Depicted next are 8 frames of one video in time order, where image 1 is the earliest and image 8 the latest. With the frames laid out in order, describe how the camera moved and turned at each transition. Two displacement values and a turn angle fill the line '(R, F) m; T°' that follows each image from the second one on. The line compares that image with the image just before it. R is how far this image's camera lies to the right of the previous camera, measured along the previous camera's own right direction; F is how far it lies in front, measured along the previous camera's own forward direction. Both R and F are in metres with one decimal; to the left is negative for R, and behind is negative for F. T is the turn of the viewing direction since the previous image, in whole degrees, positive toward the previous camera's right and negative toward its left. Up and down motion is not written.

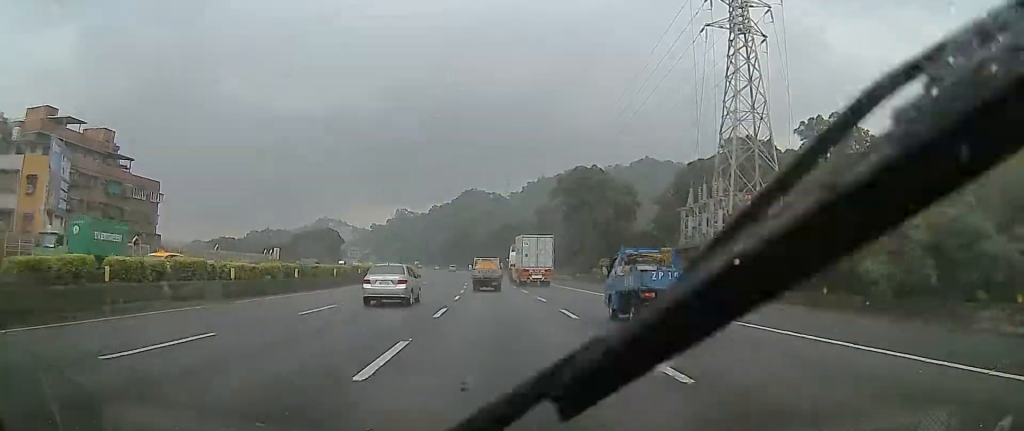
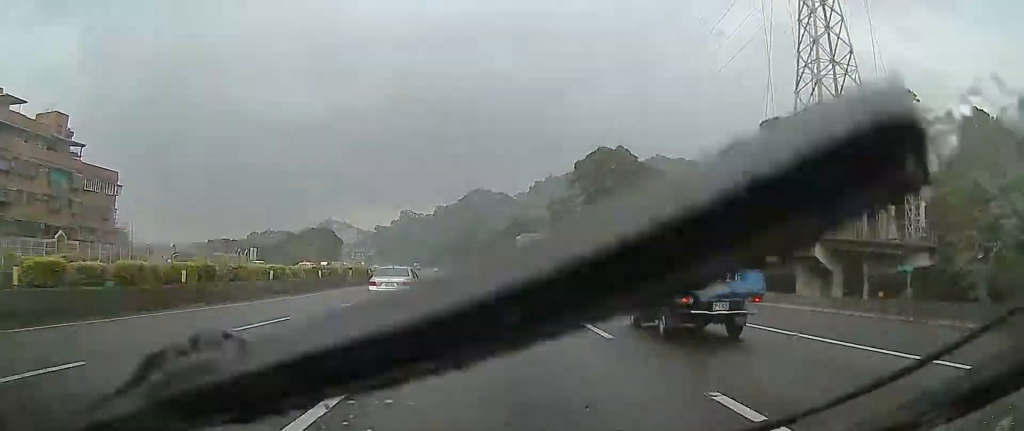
(-0.1, +14.2) m; 0°
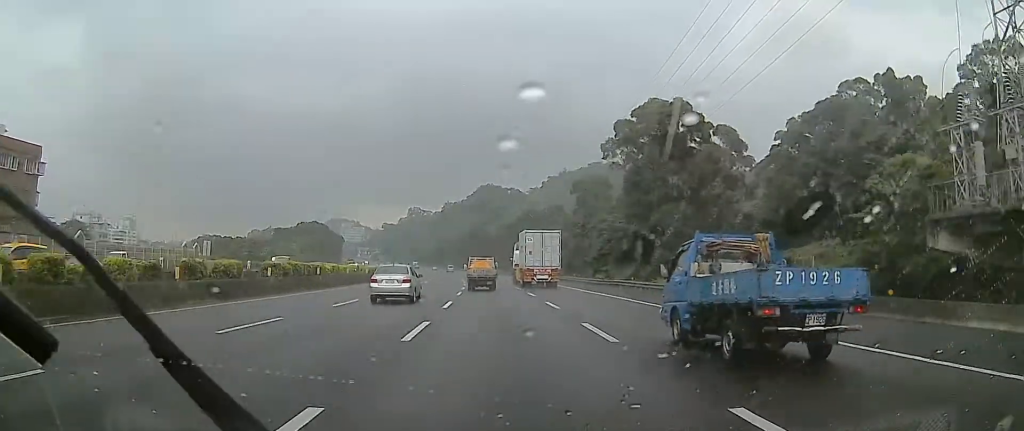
(0.0, +20.3) m; 0°
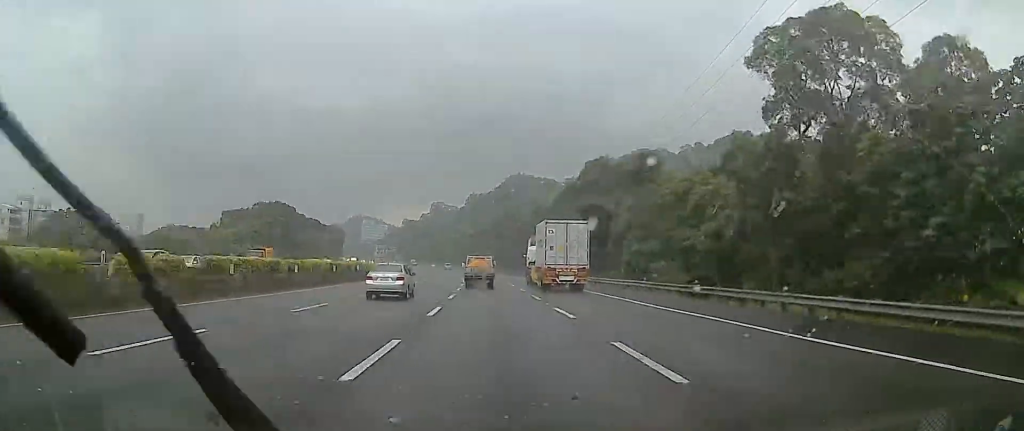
(-0.5, +54.0) m; -4°
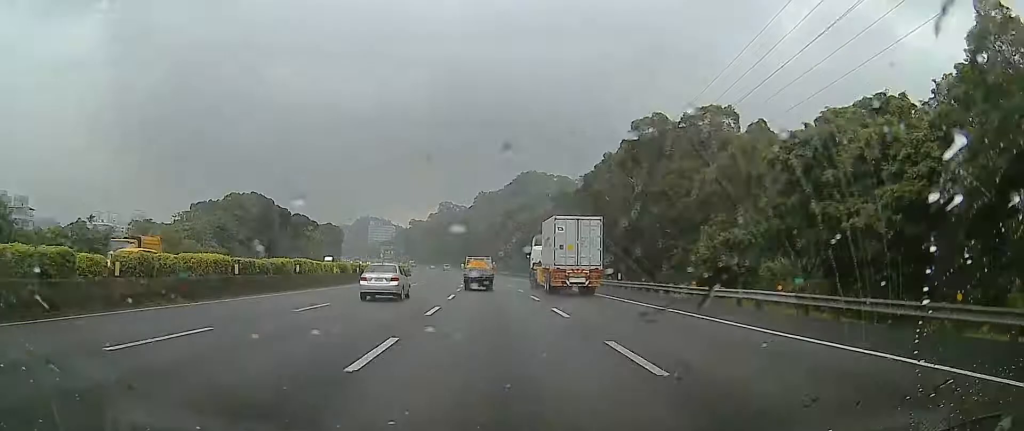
(-1.2, +19.1) m; 0°
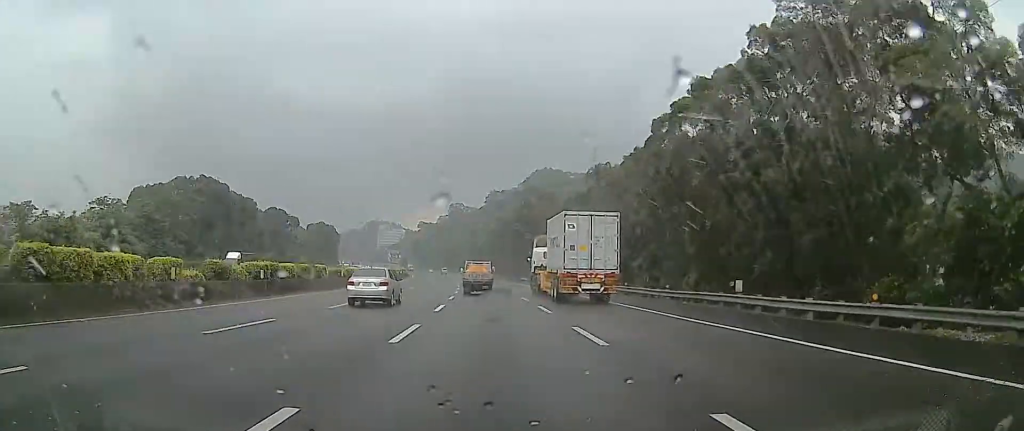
(+1.4, +25.7) m; 0°
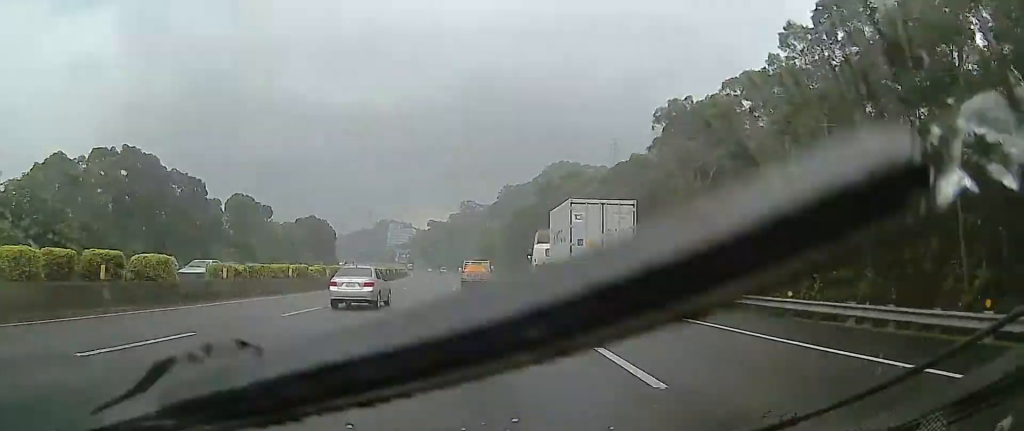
(-1.2, +24.7) m; -3°
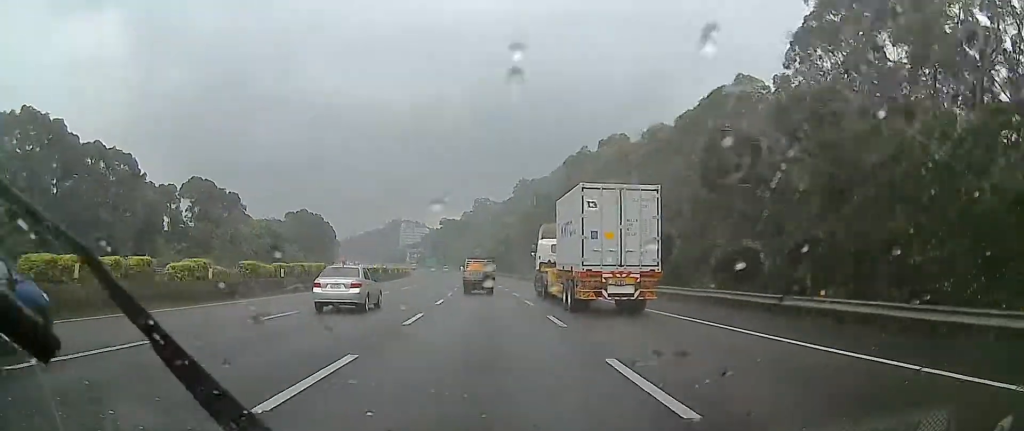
(0.0, +21.8) m; 0°
